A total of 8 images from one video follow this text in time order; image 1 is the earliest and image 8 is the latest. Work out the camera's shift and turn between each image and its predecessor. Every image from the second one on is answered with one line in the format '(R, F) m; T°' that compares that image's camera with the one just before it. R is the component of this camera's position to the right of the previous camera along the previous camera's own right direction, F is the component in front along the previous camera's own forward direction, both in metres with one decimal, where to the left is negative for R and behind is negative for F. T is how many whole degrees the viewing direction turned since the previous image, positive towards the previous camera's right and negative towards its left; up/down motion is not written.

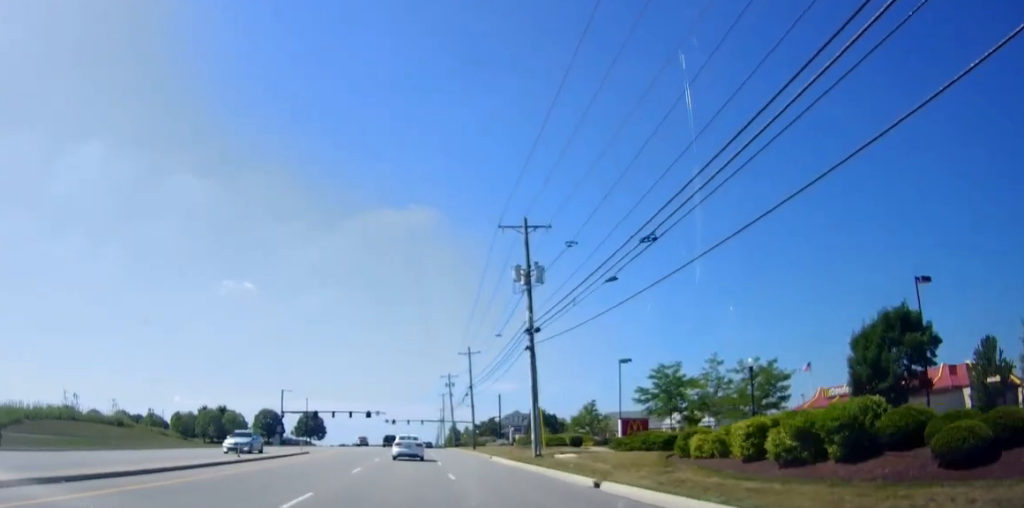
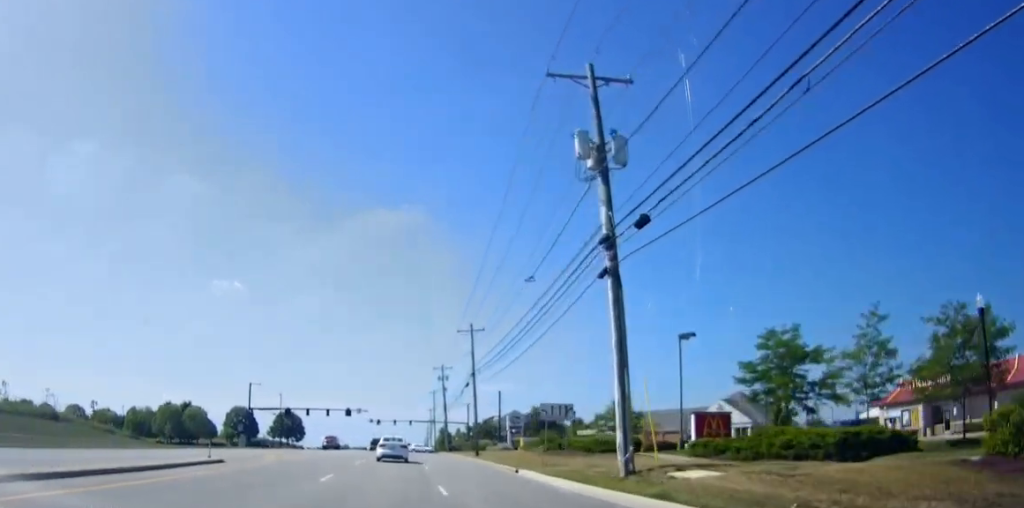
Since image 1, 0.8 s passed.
(-0.1, +16.2) m; 0°
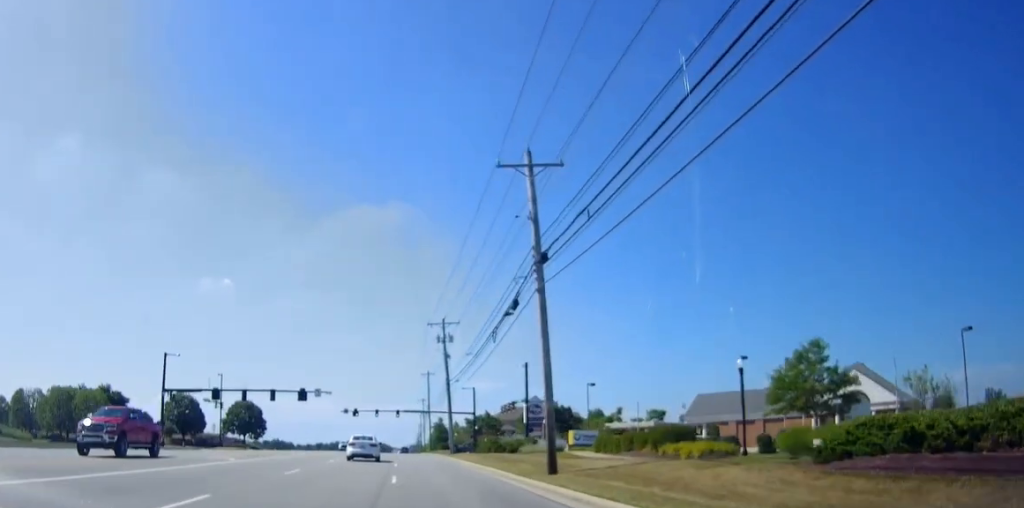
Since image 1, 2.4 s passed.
(+0.6, +34.6) m; 0°
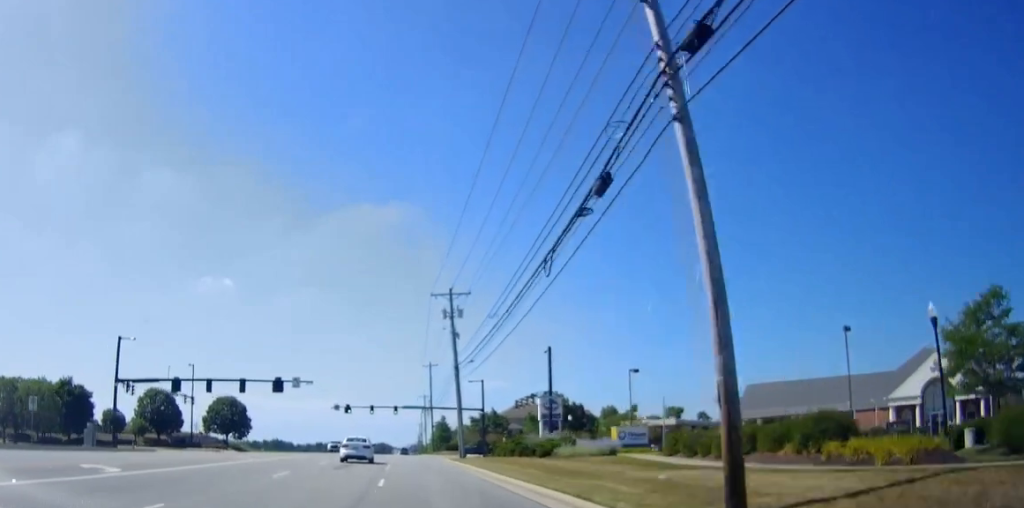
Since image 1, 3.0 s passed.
(-0.5, +12.8) m; +1°
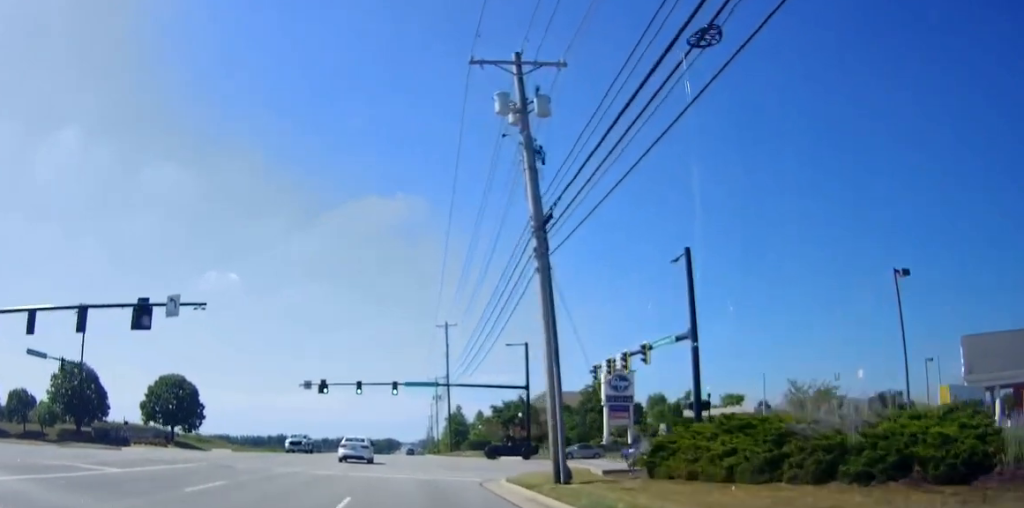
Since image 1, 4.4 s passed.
(+0.9, +31.5) m; 0°
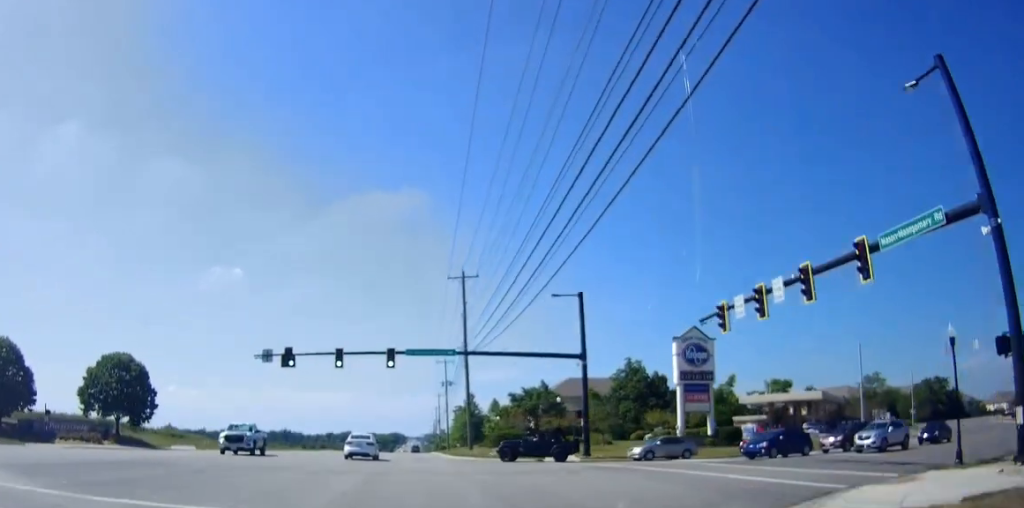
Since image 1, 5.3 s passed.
(-1.1, +18.7) m; -2°
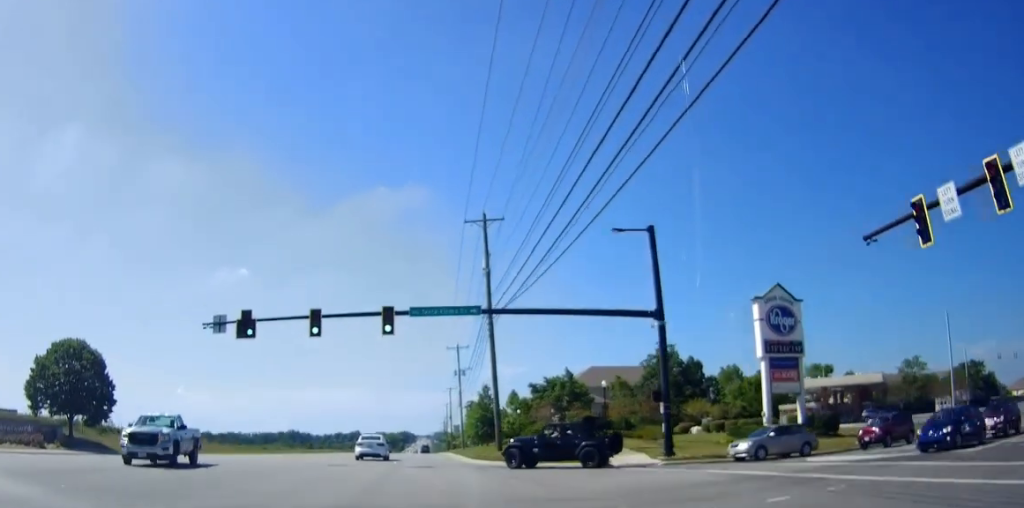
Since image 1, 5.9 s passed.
(+0.2, +12.5) m; +1°
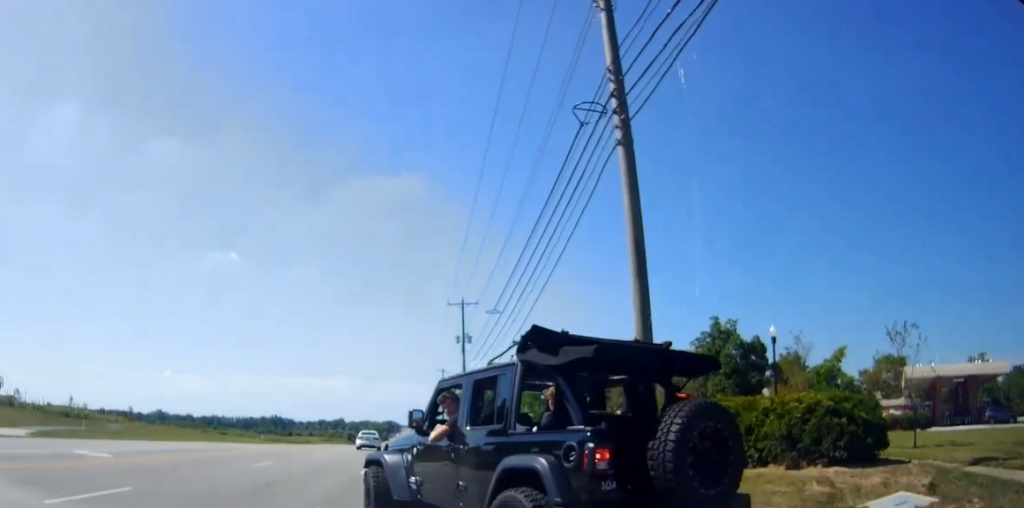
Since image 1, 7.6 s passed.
(+0.5, +27.4) m; +1°
